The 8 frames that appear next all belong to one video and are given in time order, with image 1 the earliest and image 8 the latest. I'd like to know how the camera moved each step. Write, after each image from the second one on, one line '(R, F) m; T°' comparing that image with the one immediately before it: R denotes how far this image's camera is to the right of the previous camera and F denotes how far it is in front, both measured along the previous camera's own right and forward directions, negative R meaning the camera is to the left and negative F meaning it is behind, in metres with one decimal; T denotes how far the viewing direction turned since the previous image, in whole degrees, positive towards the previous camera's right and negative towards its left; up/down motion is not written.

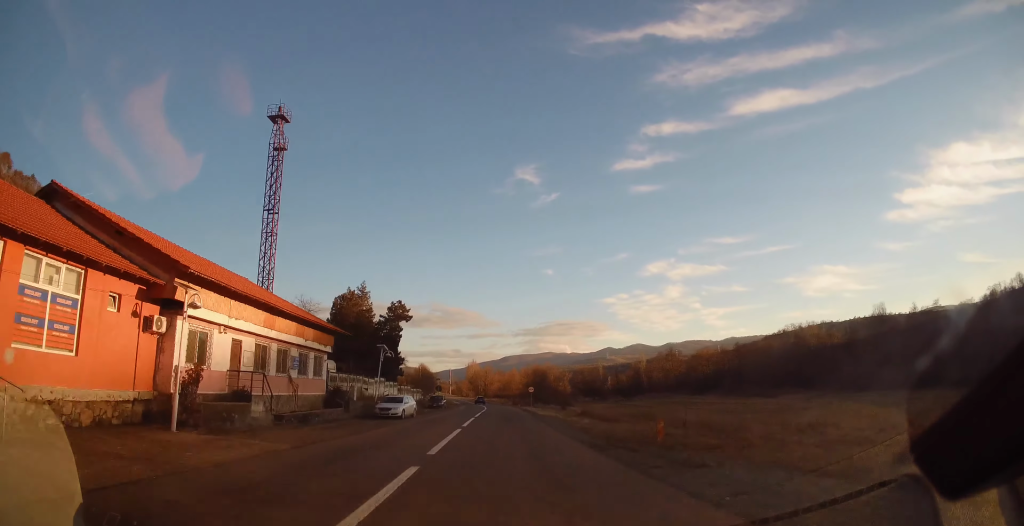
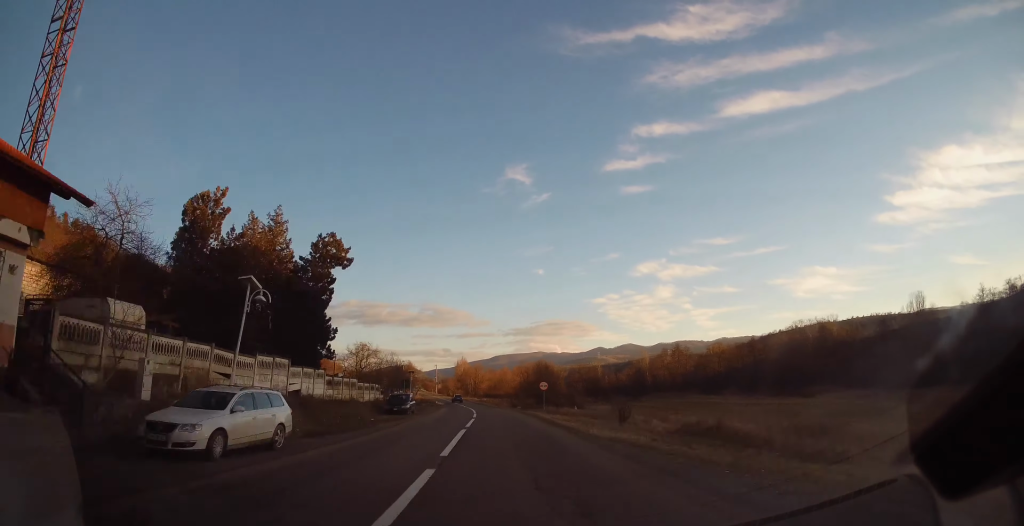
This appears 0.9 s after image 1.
(+0.1, +22.6) m; +1°
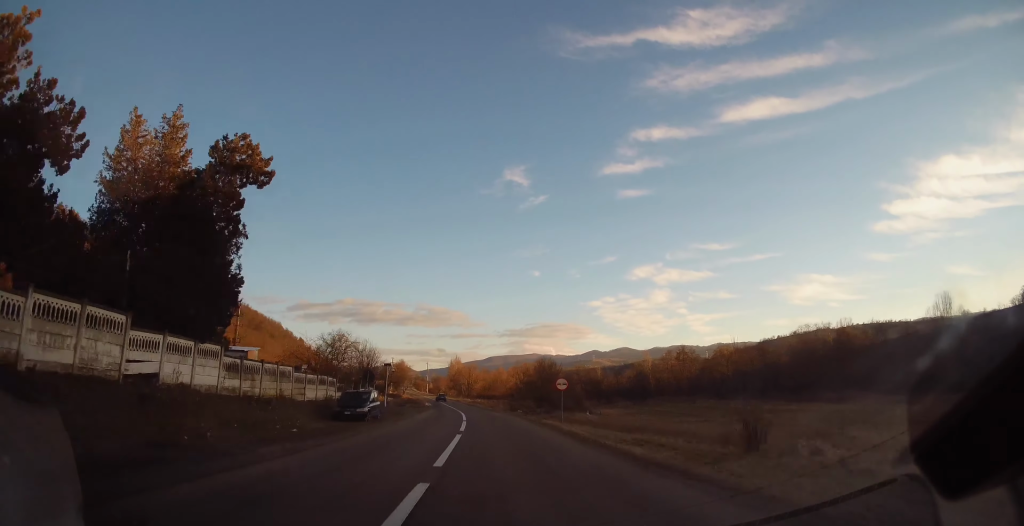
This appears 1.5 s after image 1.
(0.0, +12.9) m; 0°
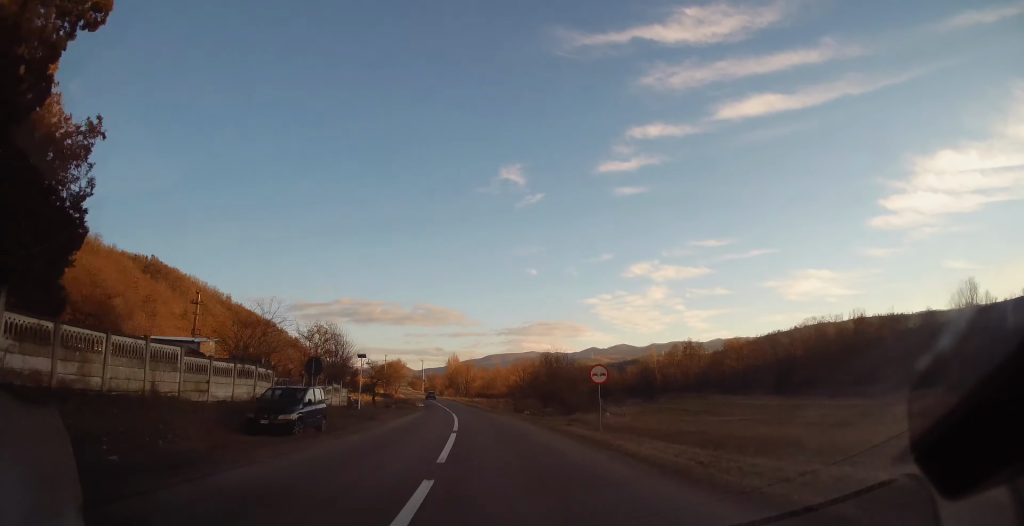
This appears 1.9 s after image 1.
(+0.2, +10.5) m; 0°
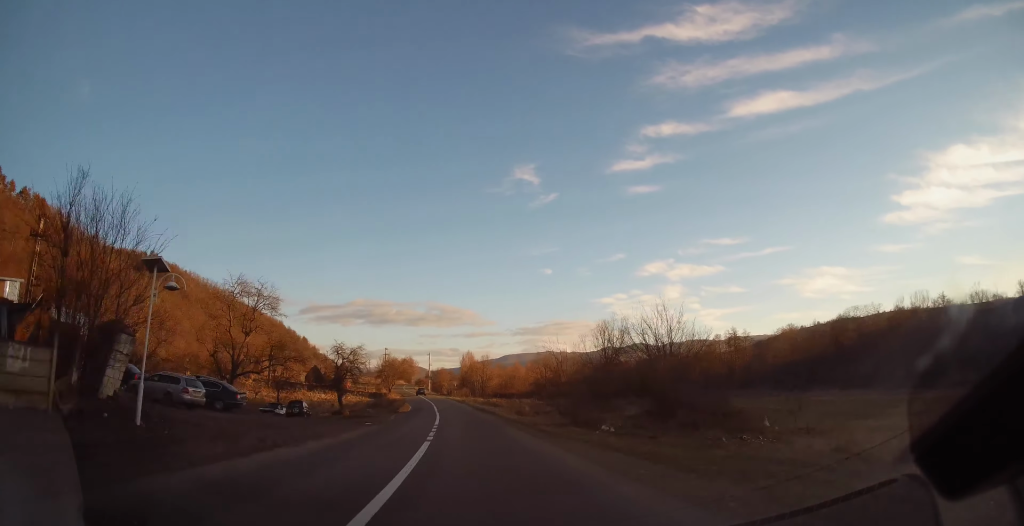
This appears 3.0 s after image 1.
(-0.5, +28.0) m; -3°
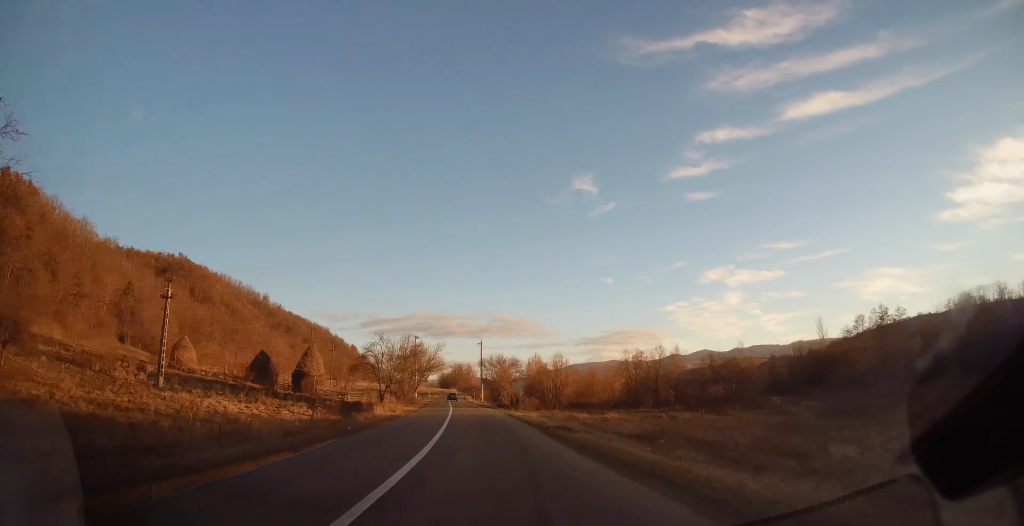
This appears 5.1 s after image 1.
(-2.7, +53.2) m; -5°
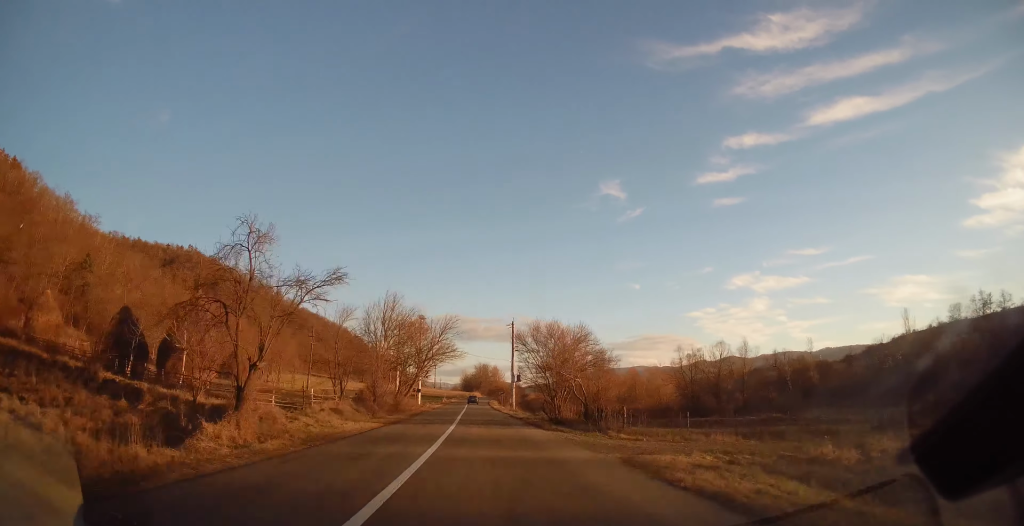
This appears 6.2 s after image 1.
(-0.4, +30.1) m; -2°
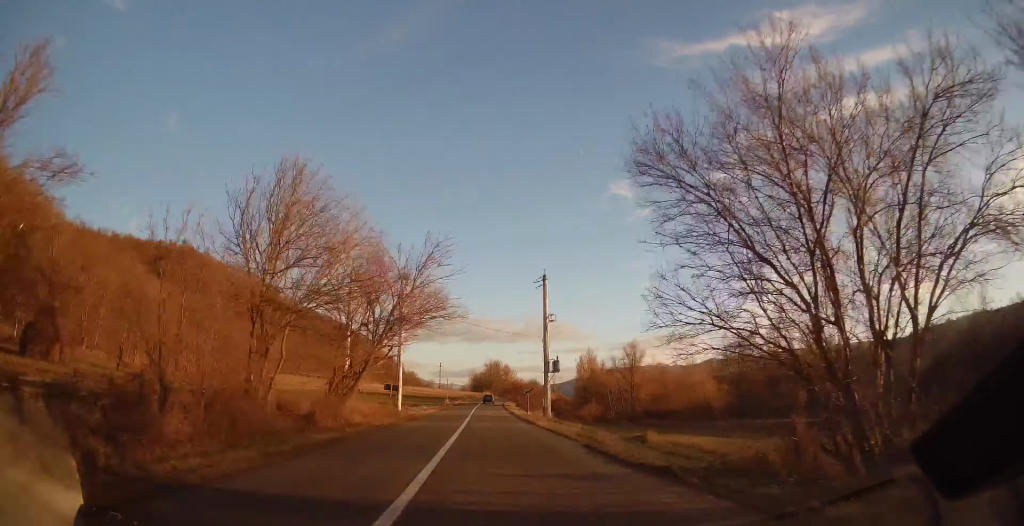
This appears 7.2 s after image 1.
(-0.6, +25.8) m; -1°
